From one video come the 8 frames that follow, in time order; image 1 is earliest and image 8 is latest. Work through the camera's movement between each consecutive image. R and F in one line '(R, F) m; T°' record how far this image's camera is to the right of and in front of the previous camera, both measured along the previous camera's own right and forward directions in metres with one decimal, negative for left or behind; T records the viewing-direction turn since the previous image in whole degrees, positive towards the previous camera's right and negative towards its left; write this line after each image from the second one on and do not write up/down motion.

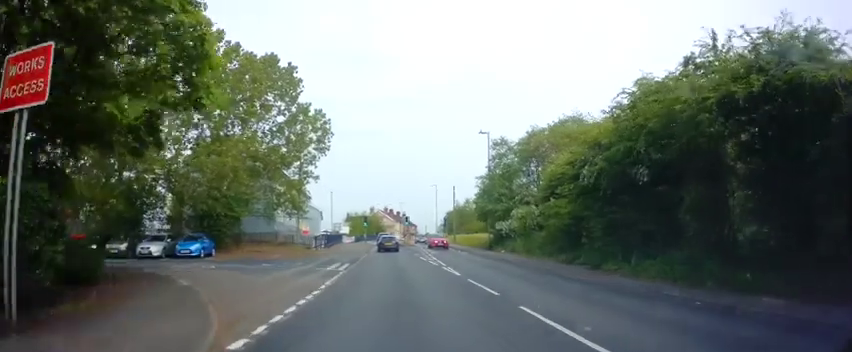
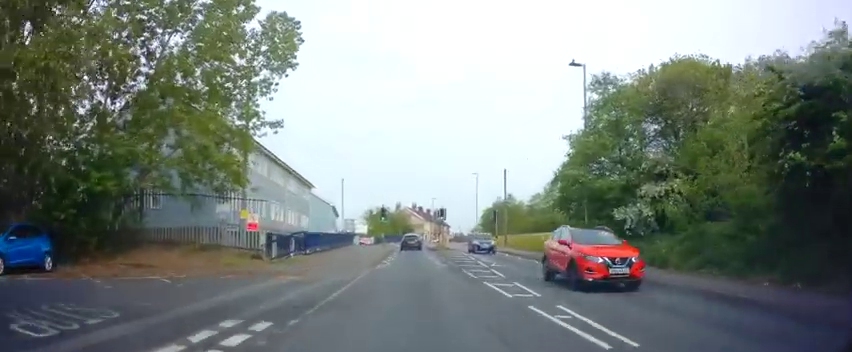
(-0.7, +17.1) m; -4°
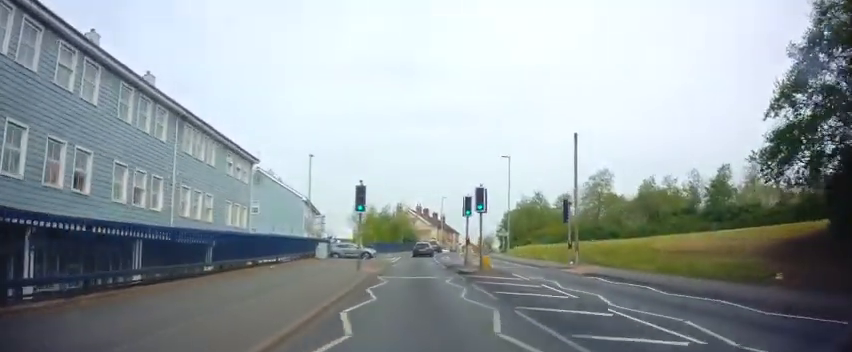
(-0.5, +20.1) m; -3°
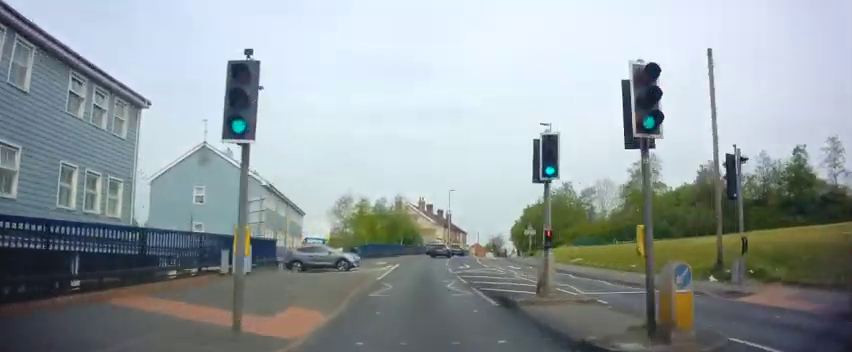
(-0.1, +13.9) m; +1°
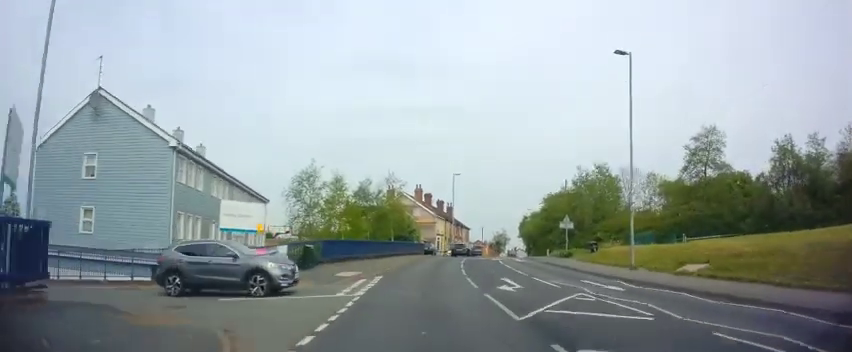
(+0.2, +14.0) m; 0°
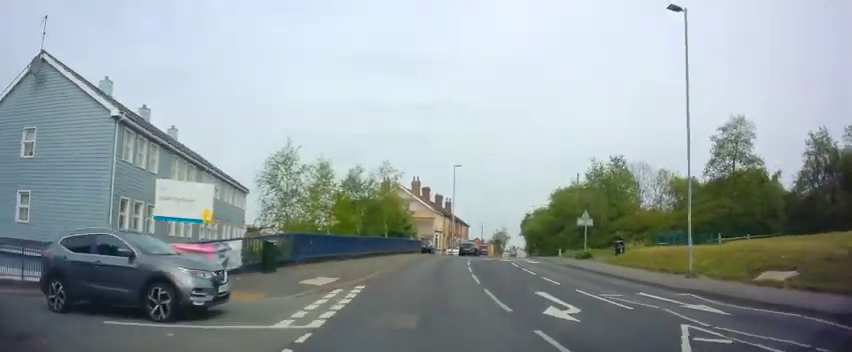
(-0.2, +5.1) m; +1°
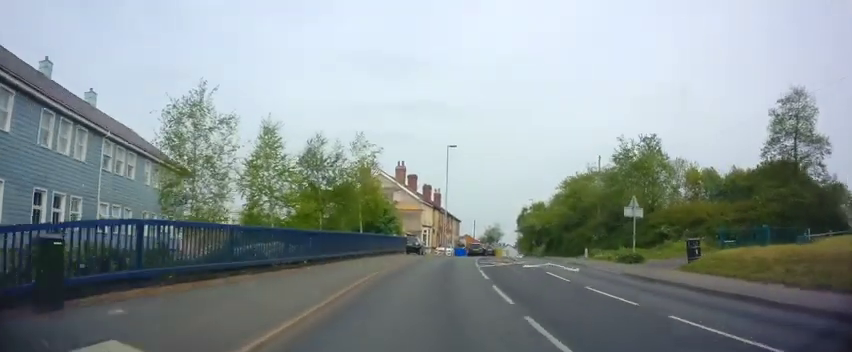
(+0.3, +9.7) m; +1°
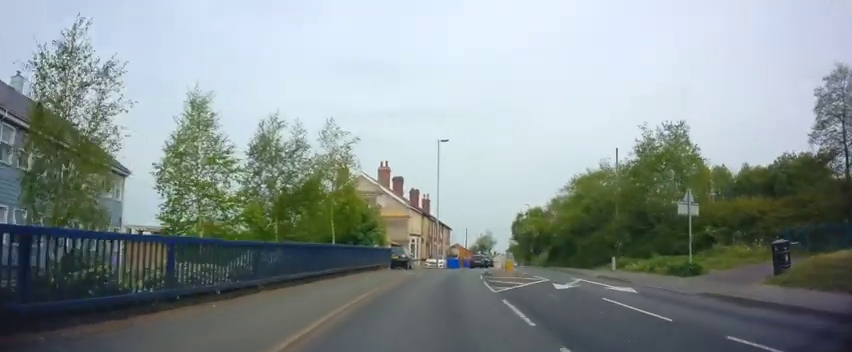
(+0.1, +6.4) m; +1°
